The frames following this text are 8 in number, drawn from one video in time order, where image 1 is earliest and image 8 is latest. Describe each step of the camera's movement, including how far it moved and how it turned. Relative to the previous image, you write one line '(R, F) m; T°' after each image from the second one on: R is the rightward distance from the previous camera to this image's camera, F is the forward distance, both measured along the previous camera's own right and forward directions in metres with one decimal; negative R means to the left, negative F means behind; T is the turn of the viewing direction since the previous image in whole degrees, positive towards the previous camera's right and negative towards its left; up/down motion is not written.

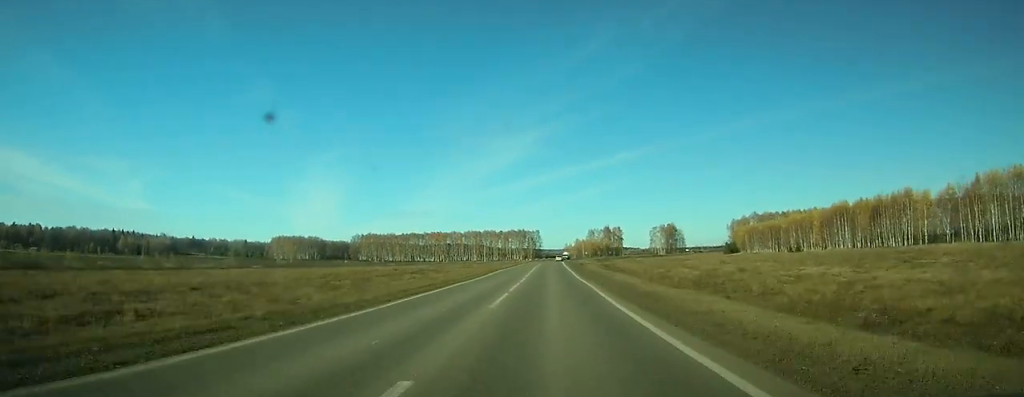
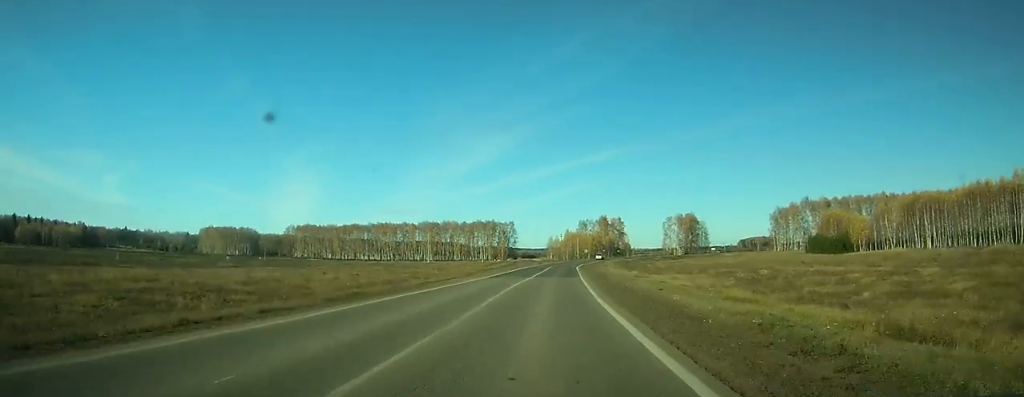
(+2.4, +125.2) m; +3°
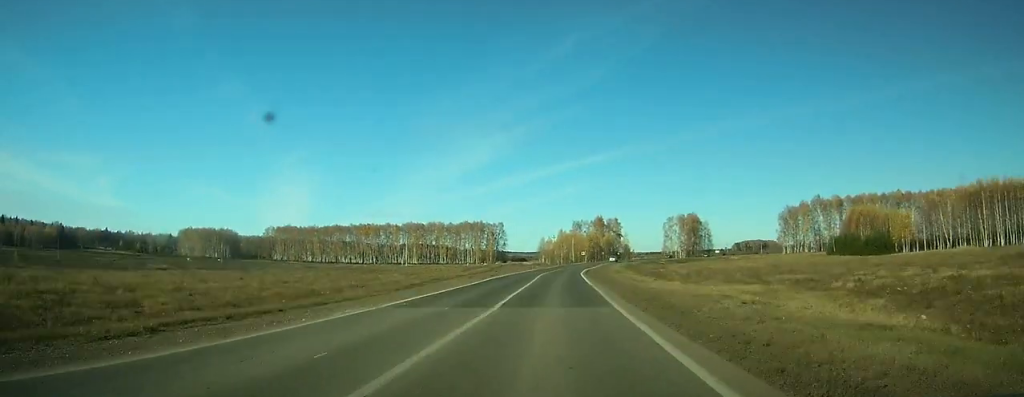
(+0.1, +26.5) m; +1°
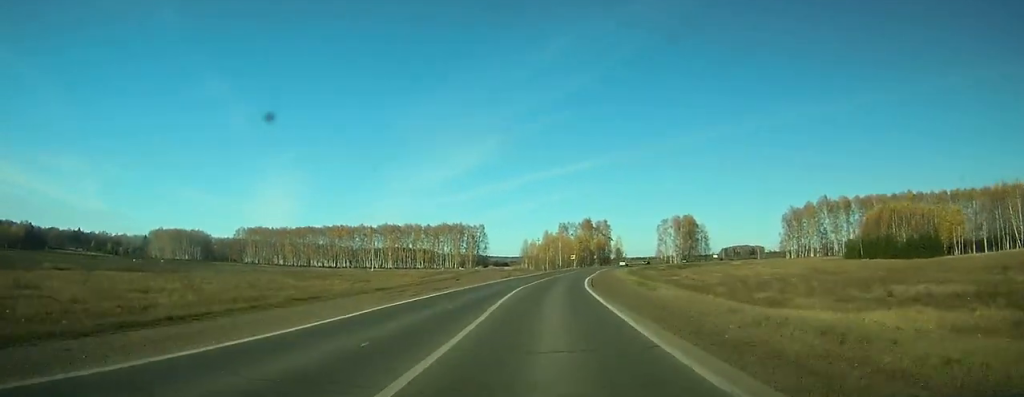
(+0.4, +25.0) m; +2°
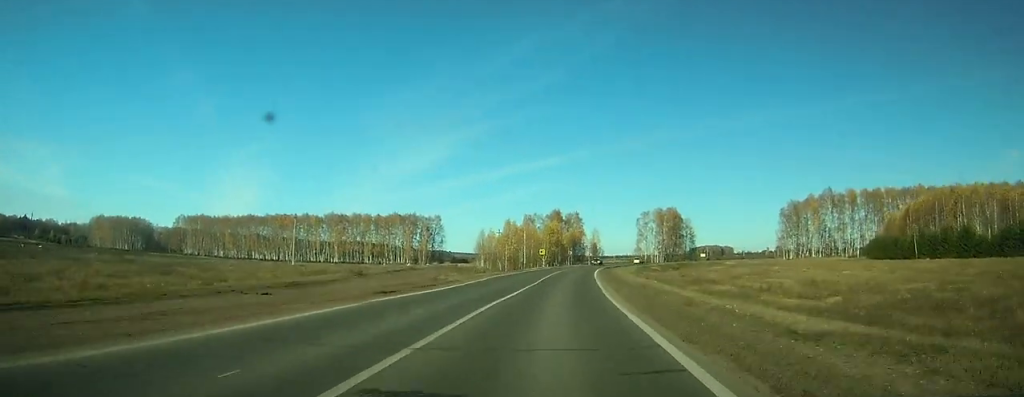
(+0.7, +37.3) m; +3°
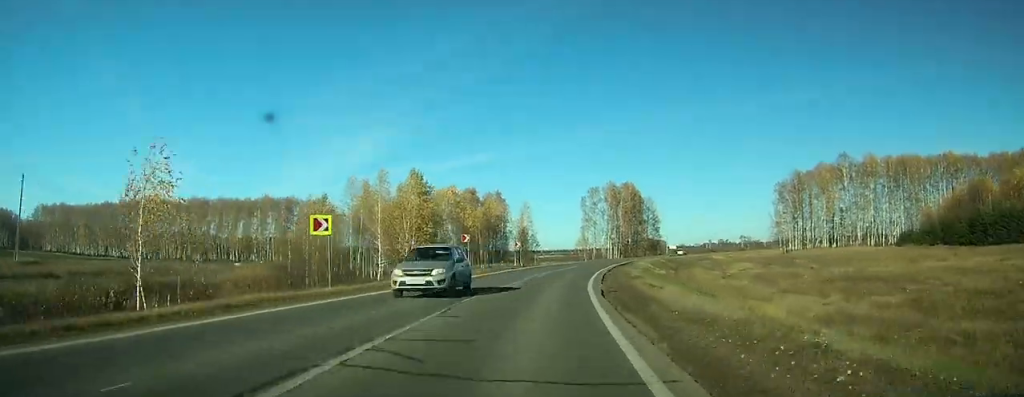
(+4.1, +65.8) m; +8°
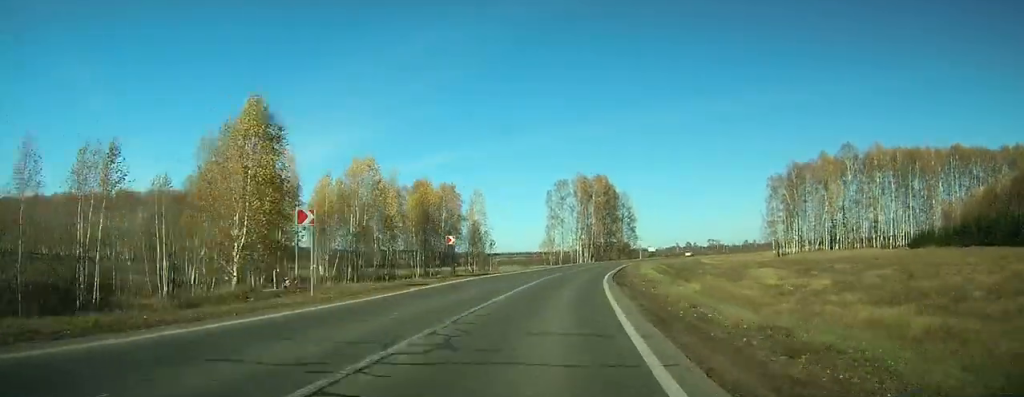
(+1.1, +22.2) m; +4°
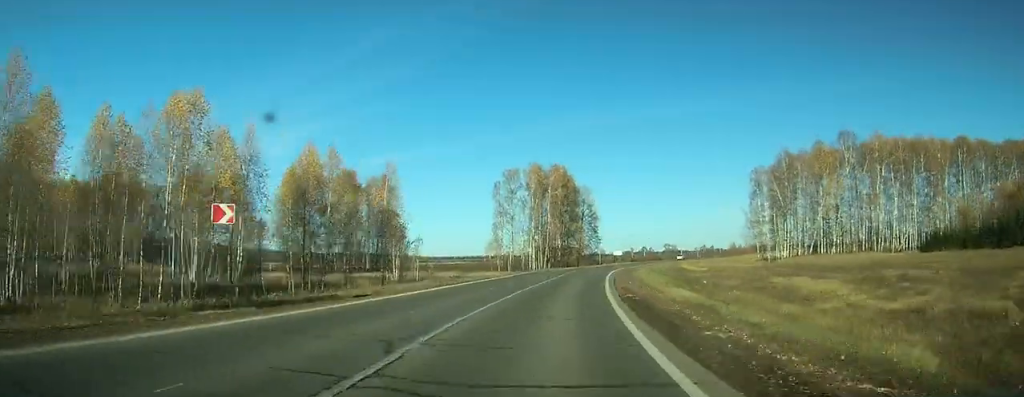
(+0.5, +22.5) m; +4°
